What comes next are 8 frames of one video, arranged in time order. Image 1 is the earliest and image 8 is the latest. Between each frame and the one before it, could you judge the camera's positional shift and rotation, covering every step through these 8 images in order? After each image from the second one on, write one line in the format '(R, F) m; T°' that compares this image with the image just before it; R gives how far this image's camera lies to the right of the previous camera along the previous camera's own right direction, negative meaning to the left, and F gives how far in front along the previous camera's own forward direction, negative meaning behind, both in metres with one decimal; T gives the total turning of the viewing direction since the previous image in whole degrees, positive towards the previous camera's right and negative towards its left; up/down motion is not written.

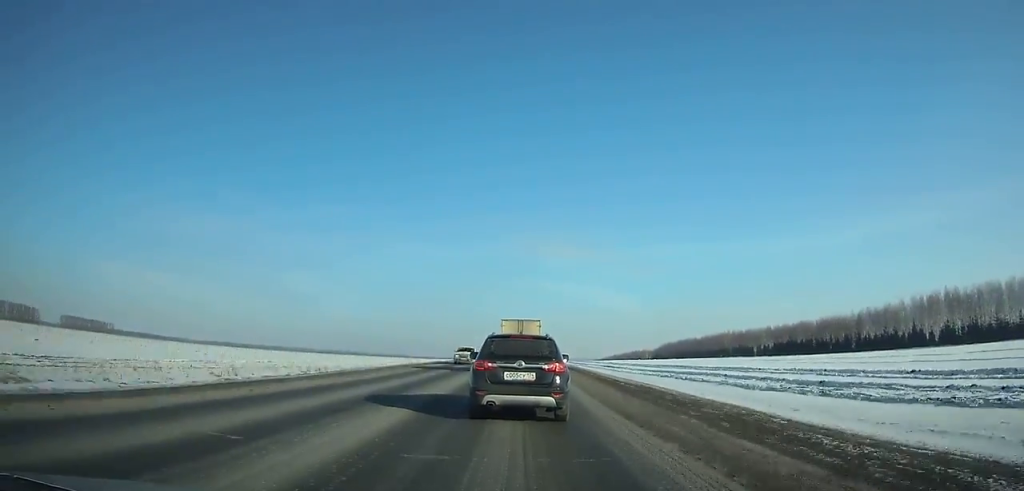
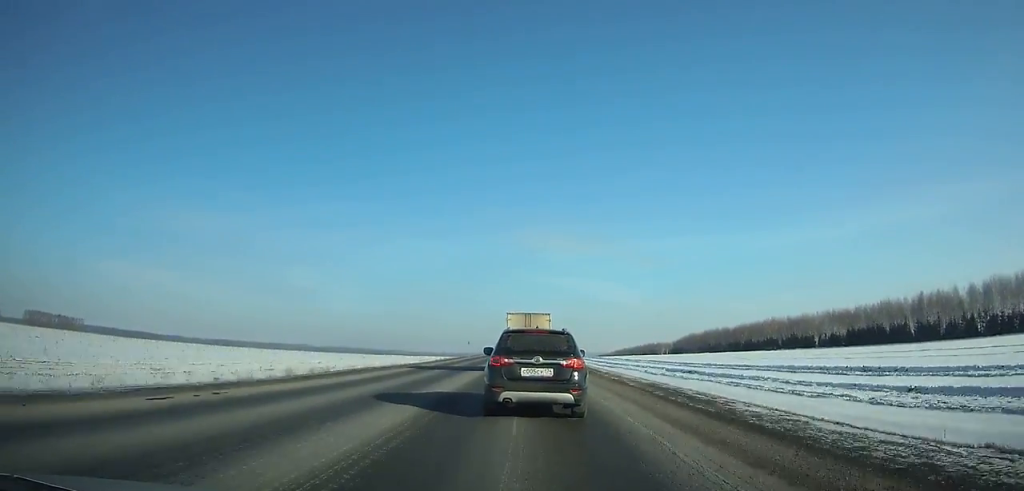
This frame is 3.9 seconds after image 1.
(0.0, +52.8) m; 0°
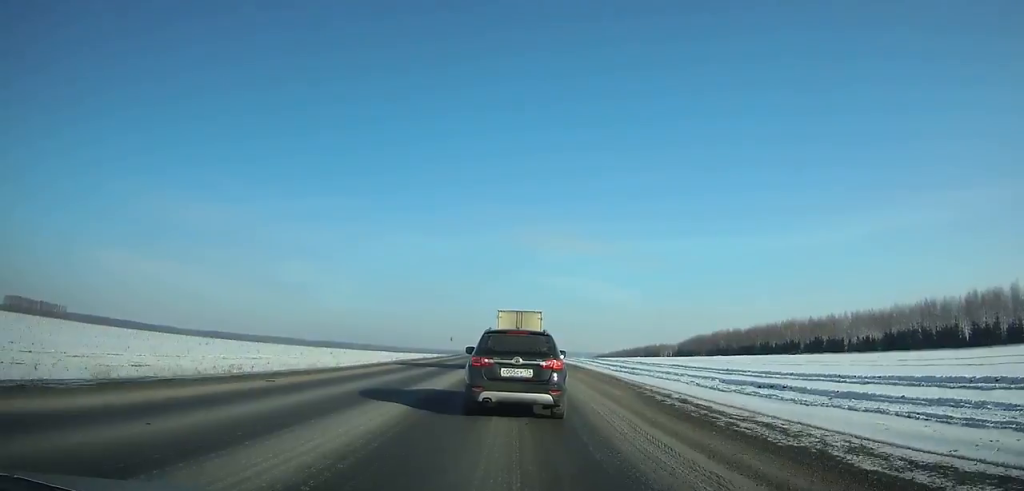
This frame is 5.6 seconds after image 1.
(0.0, +22.1) m; 0°
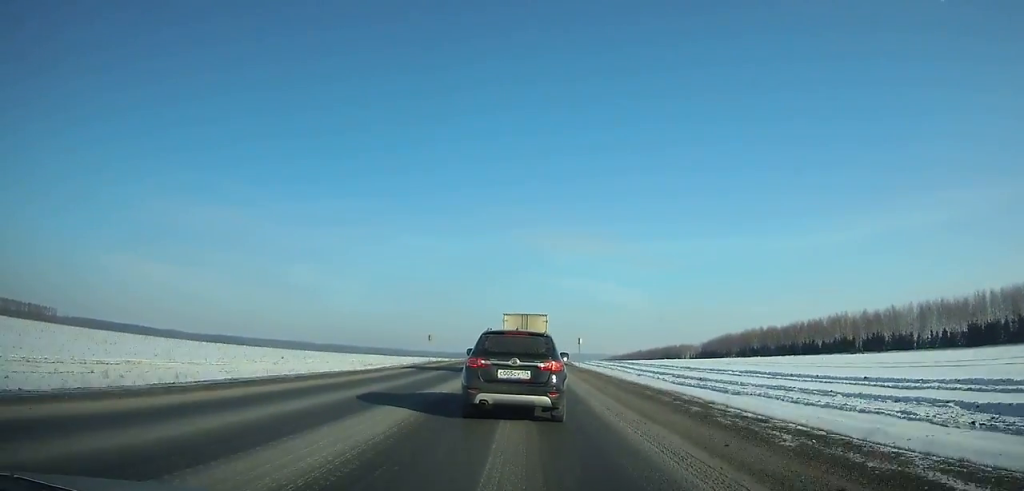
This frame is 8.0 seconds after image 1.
(-0.1, +30.4) m; 0°
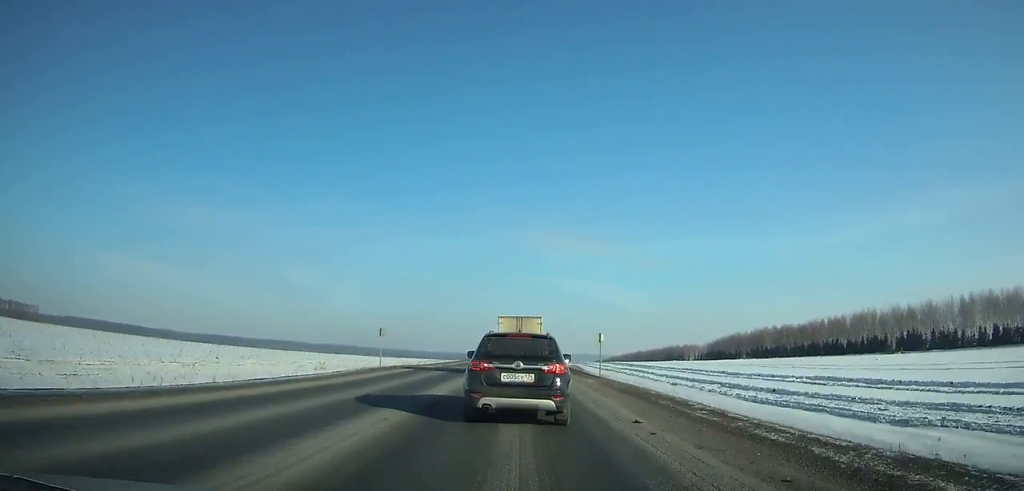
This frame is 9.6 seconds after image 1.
(+0.1, +19.7) m; 0°
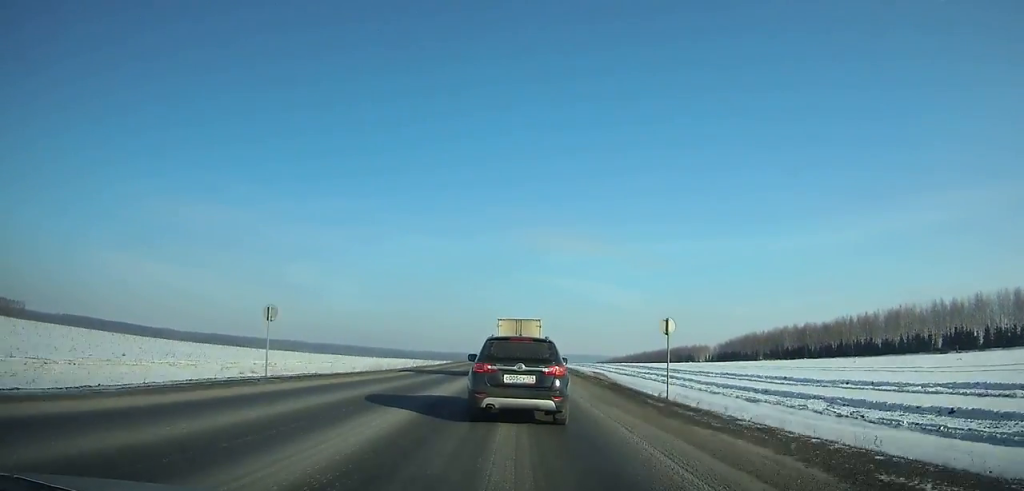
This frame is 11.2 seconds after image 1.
(+0.1, +19.7) m; 0°
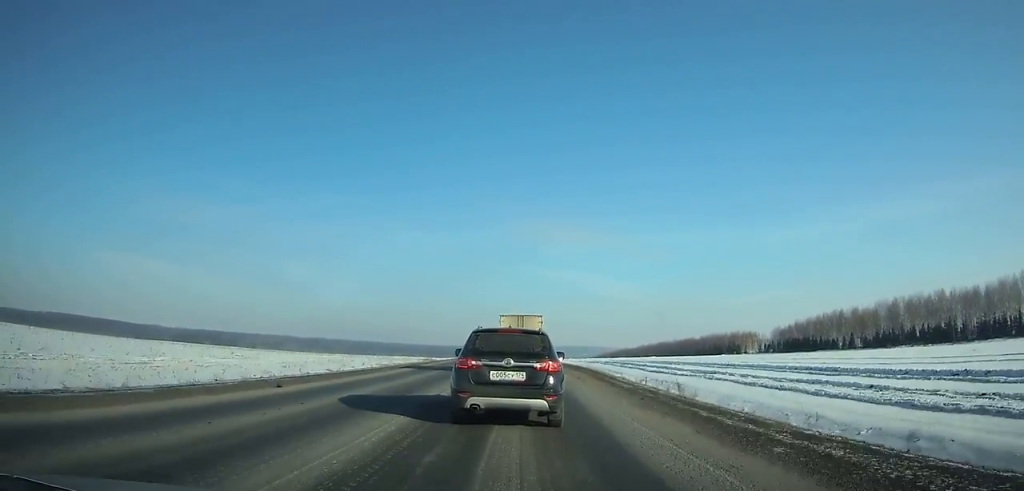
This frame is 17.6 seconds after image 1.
(-0.6, +77.1) m; 0°
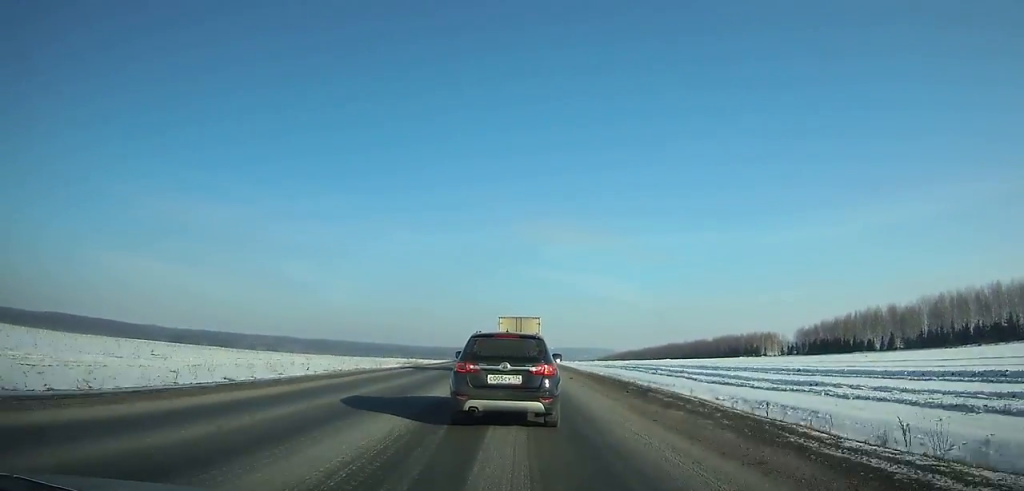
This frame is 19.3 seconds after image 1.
(+0.1, +20.3) m; 0°
